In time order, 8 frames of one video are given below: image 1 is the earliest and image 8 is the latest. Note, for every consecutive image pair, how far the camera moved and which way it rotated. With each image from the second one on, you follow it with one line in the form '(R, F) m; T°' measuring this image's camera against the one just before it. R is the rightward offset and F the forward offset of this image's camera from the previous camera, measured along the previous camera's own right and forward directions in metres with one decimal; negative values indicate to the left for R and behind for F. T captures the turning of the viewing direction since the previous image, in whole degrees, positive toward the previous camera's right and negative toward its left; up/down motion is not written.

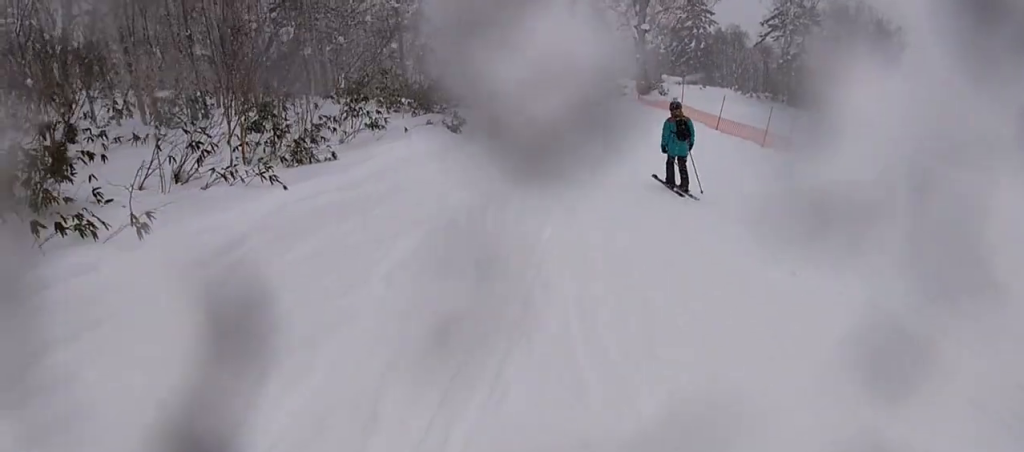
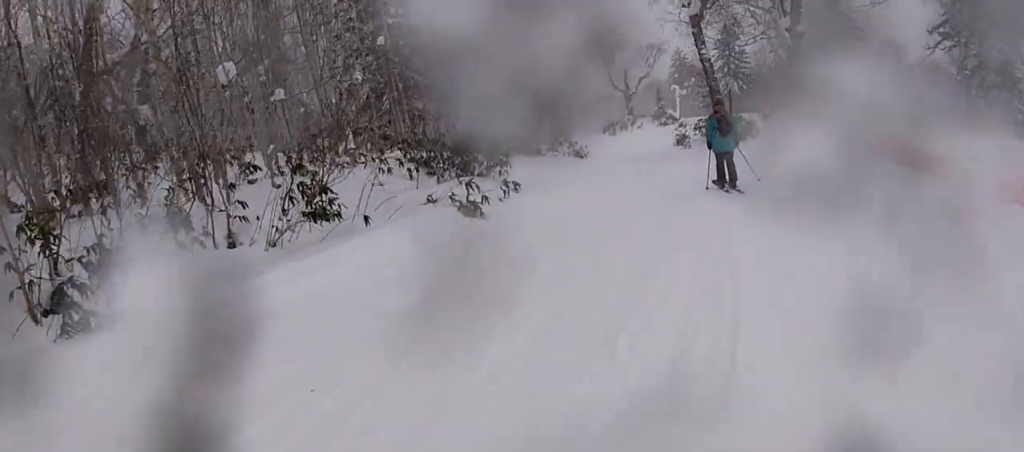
(-1.6, +8.8) m; -15°
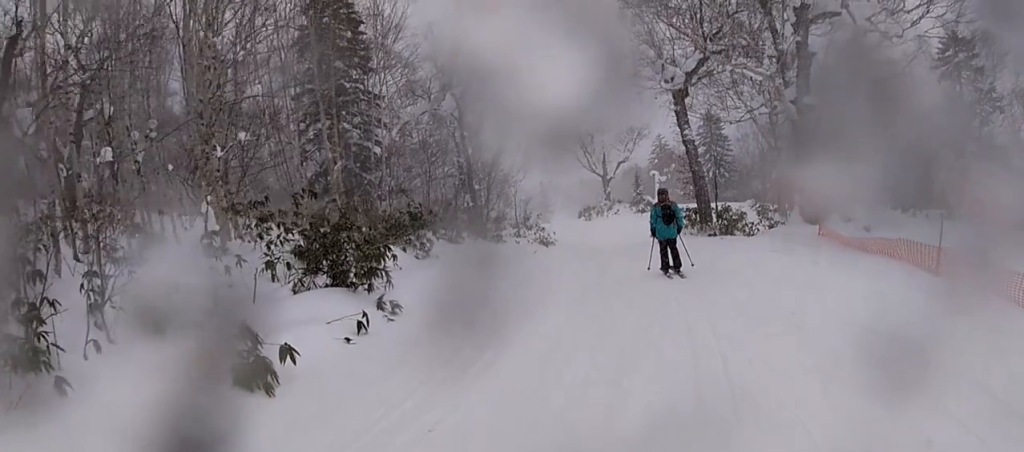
(0.0, +5.3) m; 0°
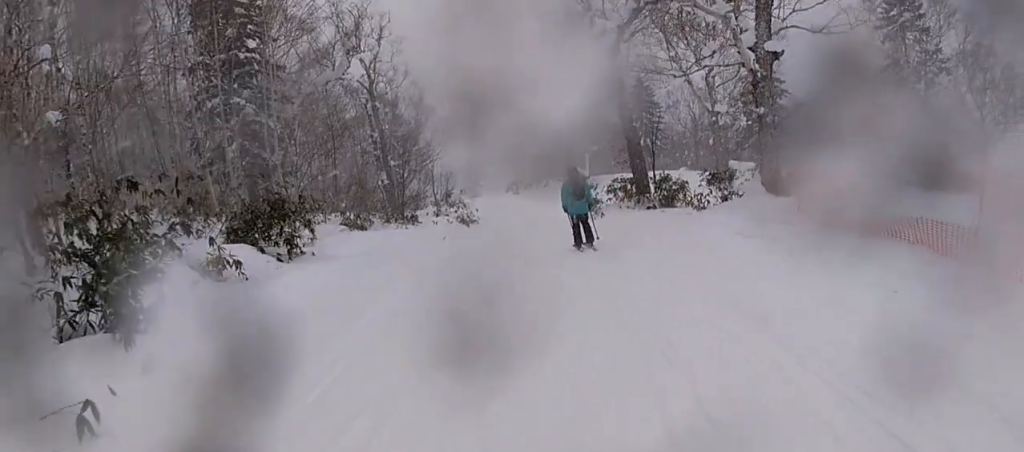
(0.0, +3.6) m; -1°
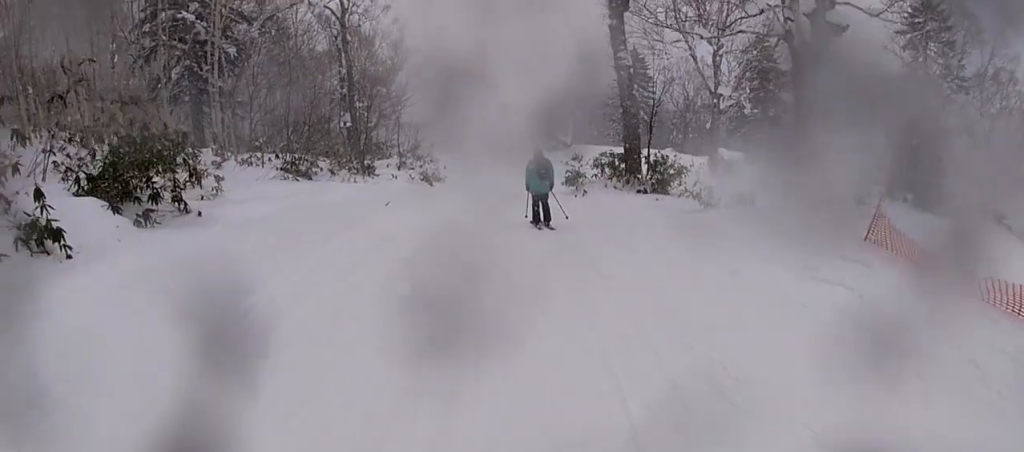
(+0.1, +3.7) m; -2°
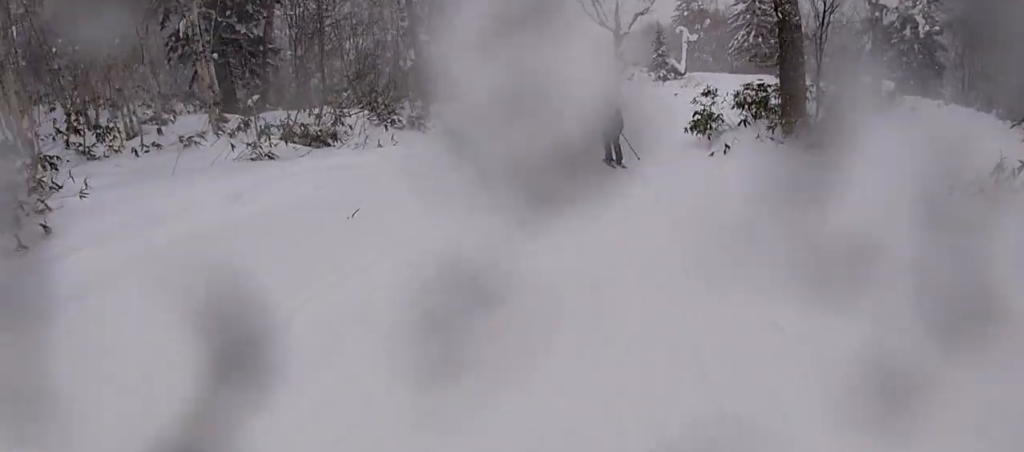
(-0.5, +7.9) m; -1°
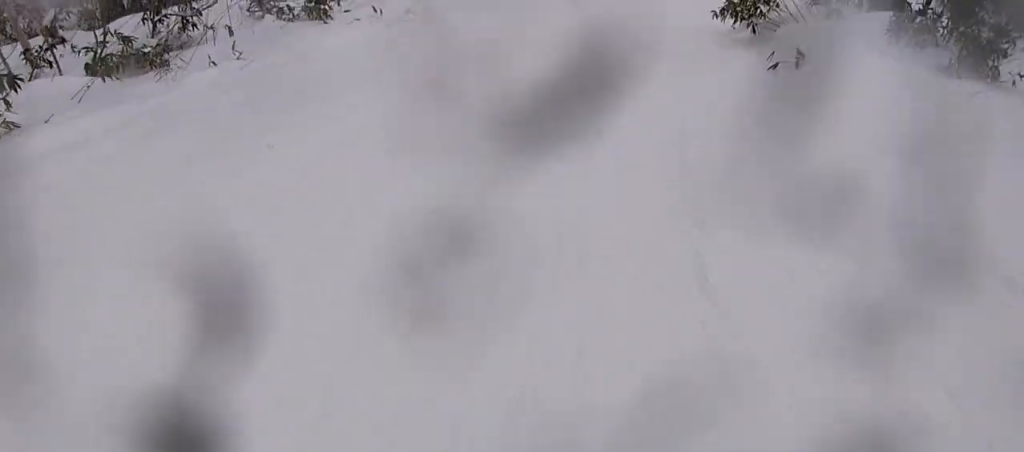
(+0.4, +6.4) m; +3°
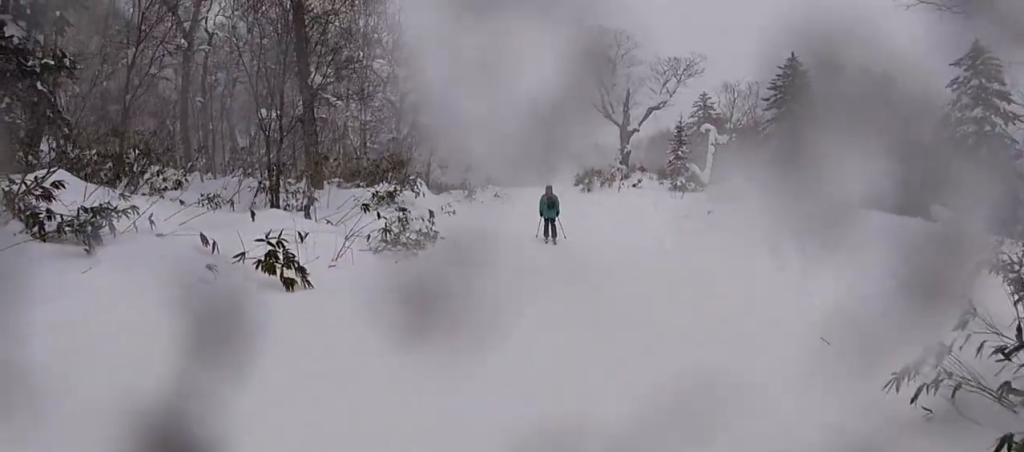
(-0.1, +8.5) m; -4°
